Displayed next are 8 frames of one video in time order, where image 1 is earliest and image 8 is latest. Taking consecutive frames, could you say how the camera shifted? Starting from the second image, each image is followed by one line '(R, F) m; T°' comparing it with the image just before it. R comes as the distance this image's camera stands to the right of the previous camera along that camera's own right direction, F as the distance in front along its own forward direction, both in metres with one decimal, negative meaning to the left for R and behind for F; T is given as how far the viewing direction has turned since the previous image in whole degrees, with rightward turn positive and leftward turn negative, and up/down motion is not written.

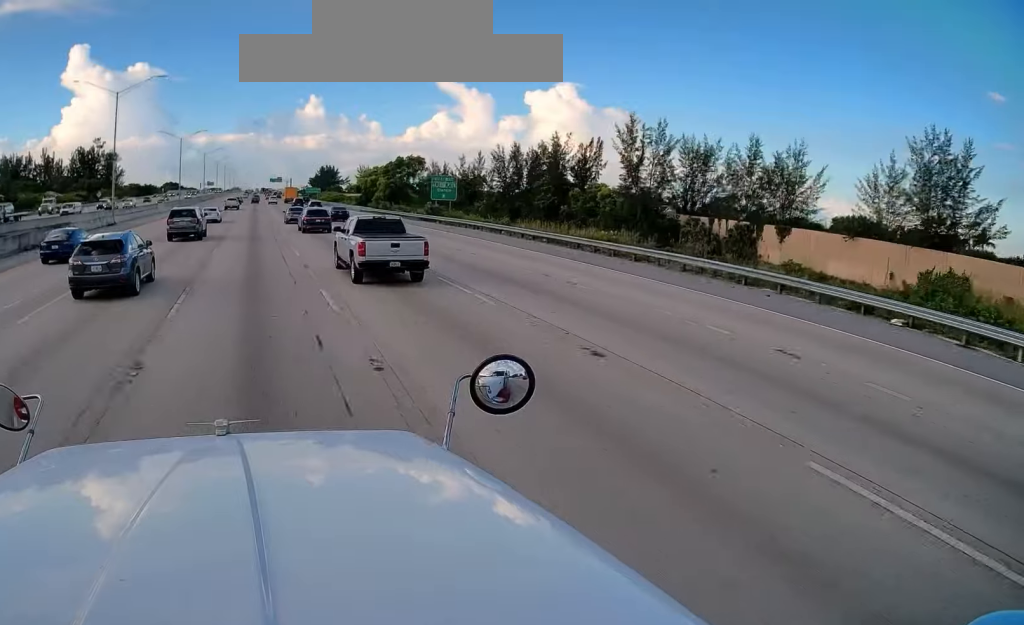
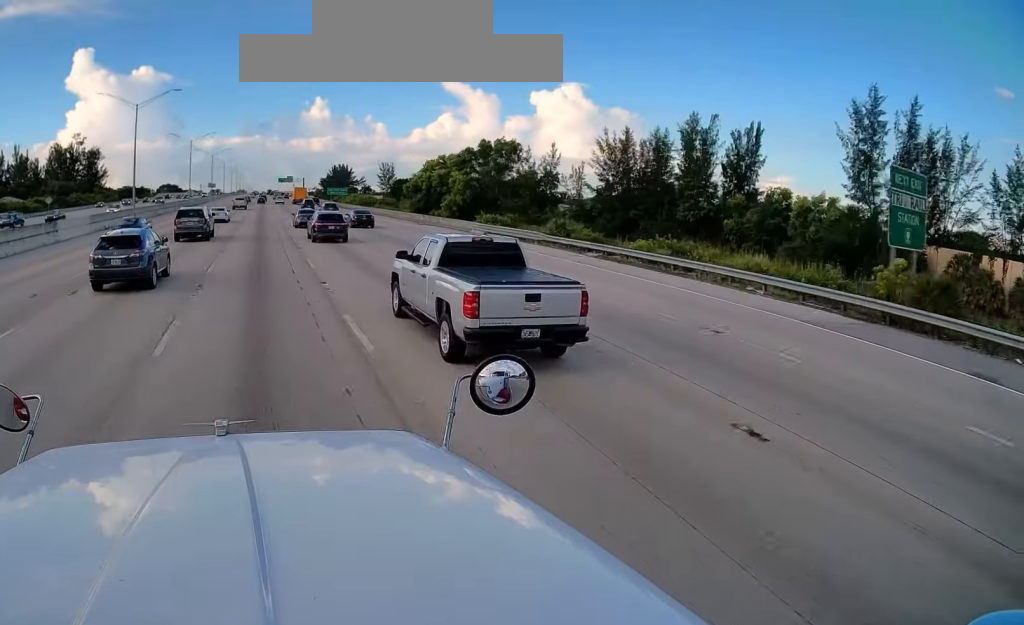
(-1.0, +48.4) m; -2°
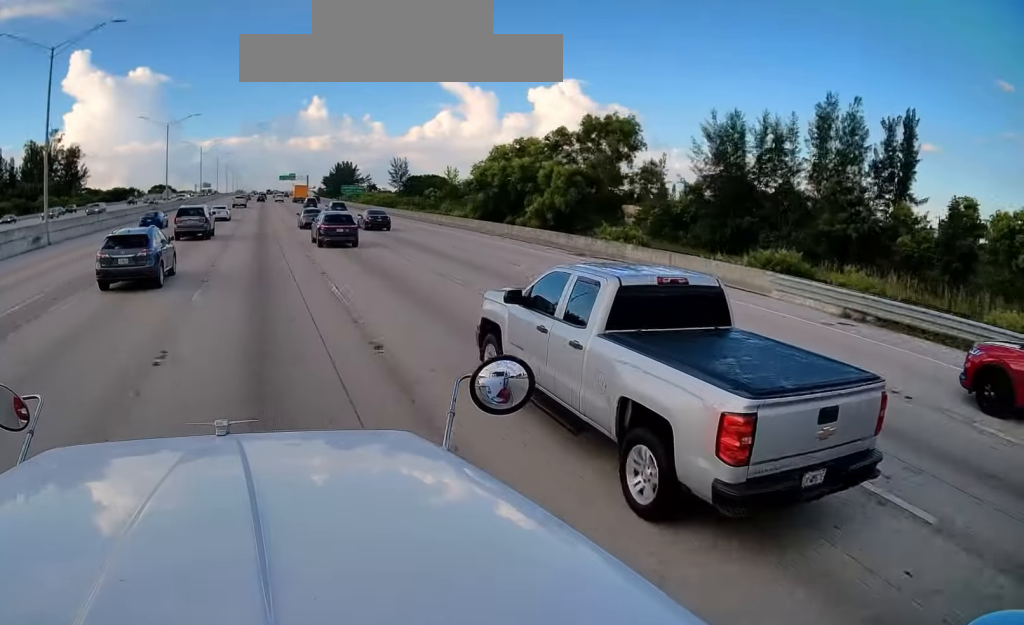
(0.0, +30.0) m; +1°
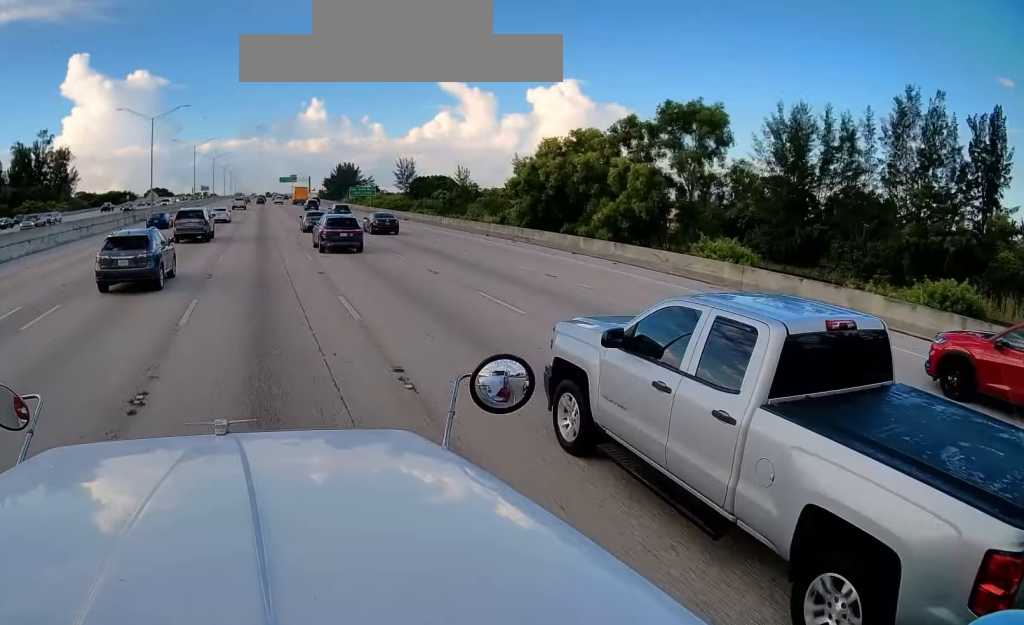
(+0.4, +13.7) m; 0°
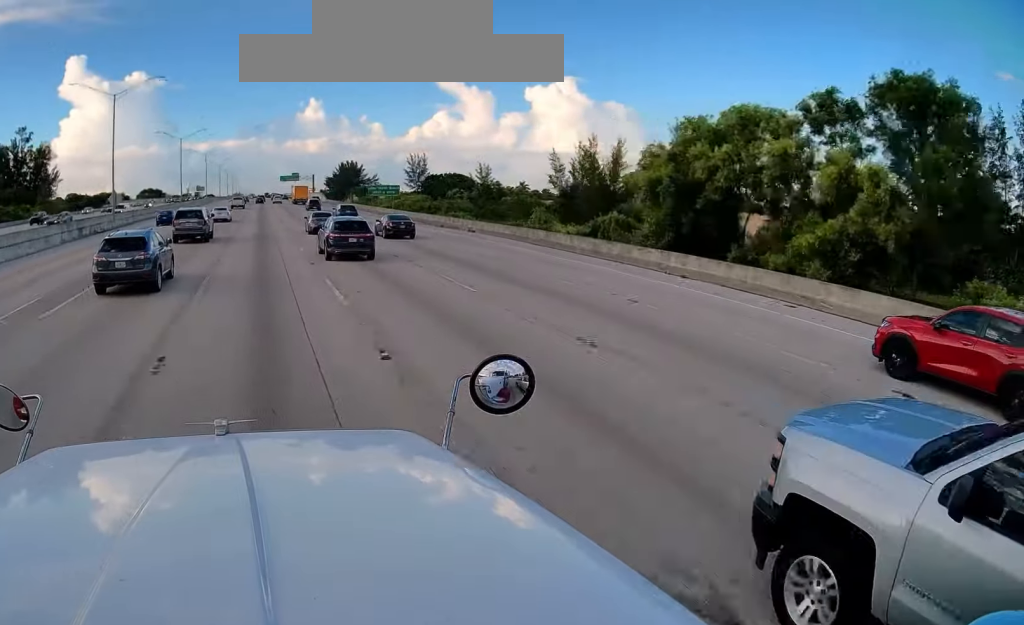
(-0.3, +23.7) m; 0°
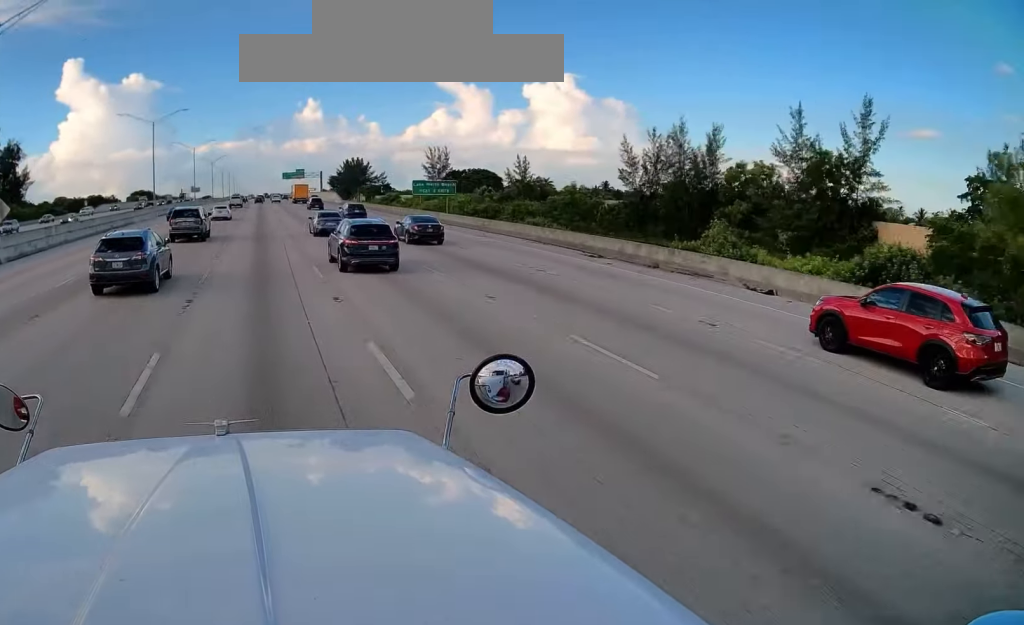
(+0.2, +29.8) m; 0°
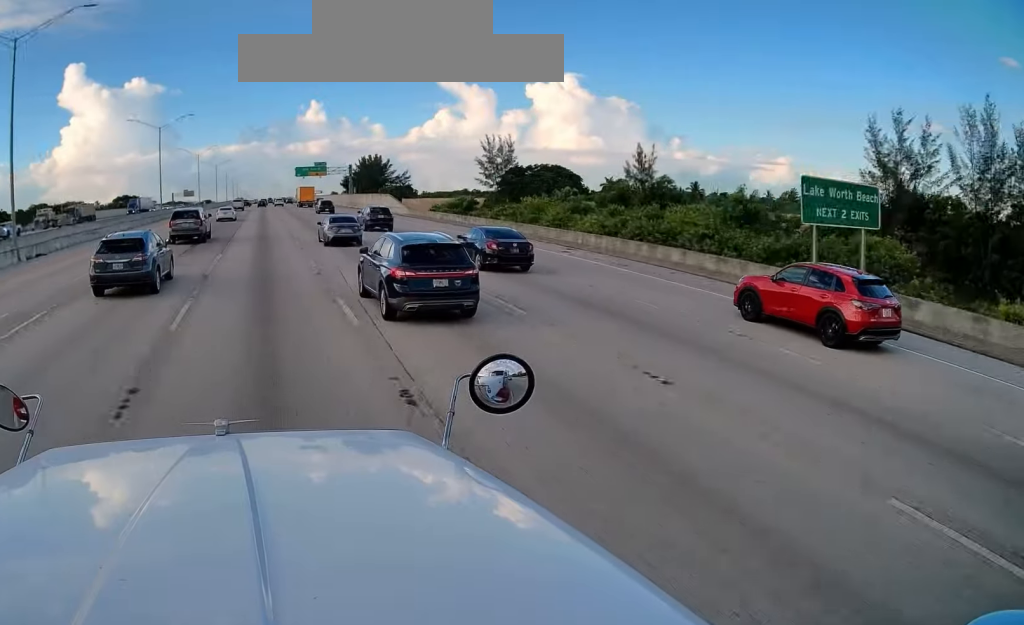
(-0.5, +55.9) m; 0°
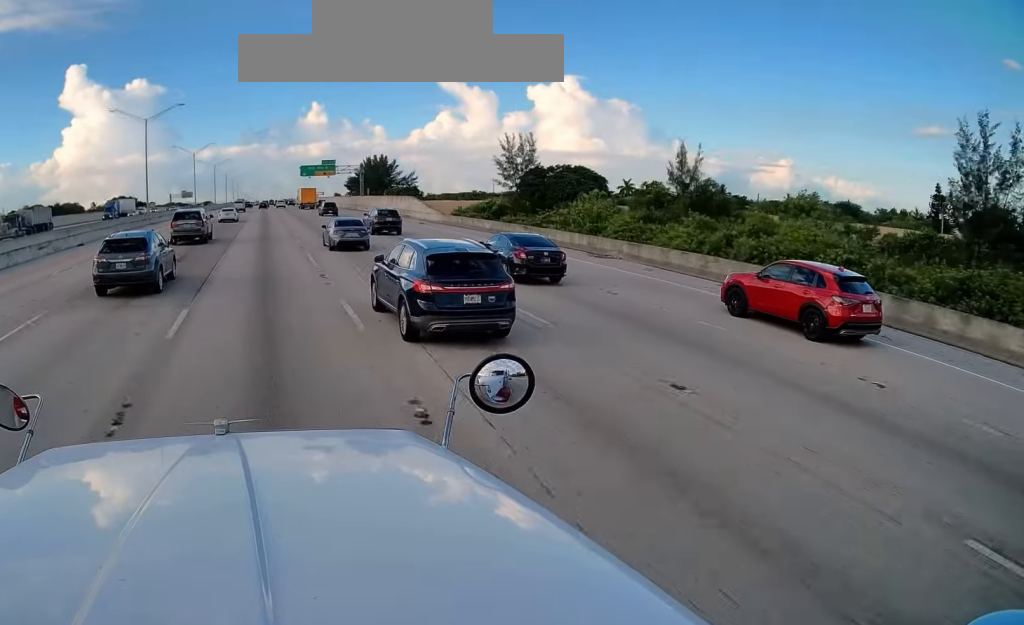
(+0.1, +13.0) m; 0°
